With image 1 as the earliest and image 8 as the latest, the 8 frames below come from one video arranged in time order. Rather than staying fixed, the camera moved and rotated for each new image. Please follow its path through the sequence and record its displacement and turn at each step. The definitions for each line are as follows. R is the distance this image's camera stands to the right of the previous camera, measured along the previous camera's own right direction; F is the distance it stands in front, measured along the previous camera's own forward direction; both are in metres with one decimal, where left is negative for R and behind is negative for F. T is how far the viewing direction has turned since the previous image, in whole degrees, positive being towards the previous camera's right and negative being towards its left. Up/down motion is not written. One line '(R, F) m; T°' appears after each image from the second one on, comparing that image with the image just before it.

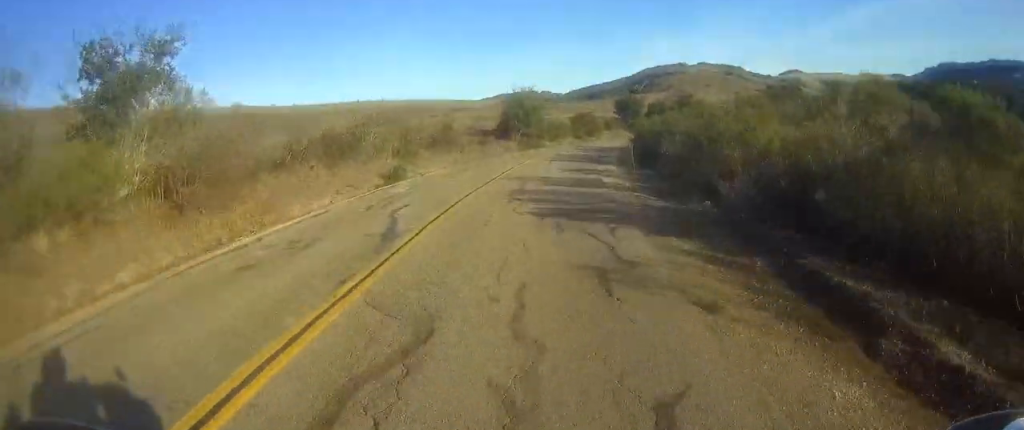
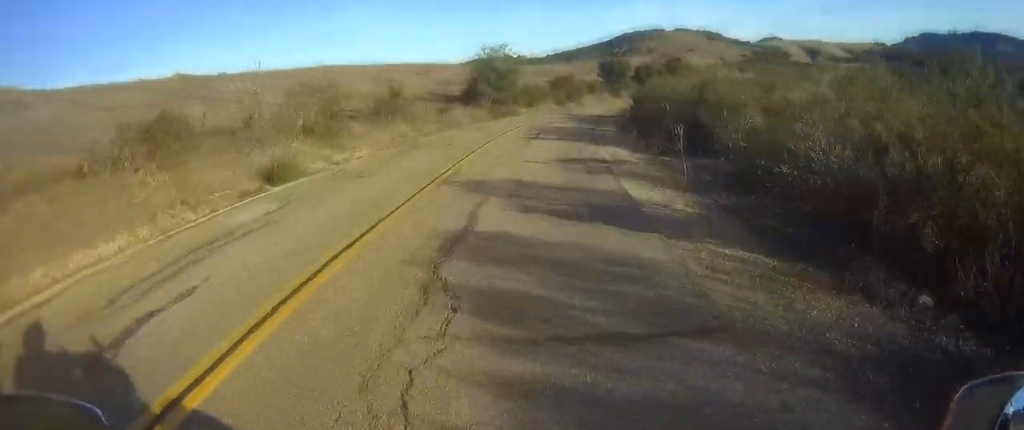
(+0.6, +9.3) m; +3°
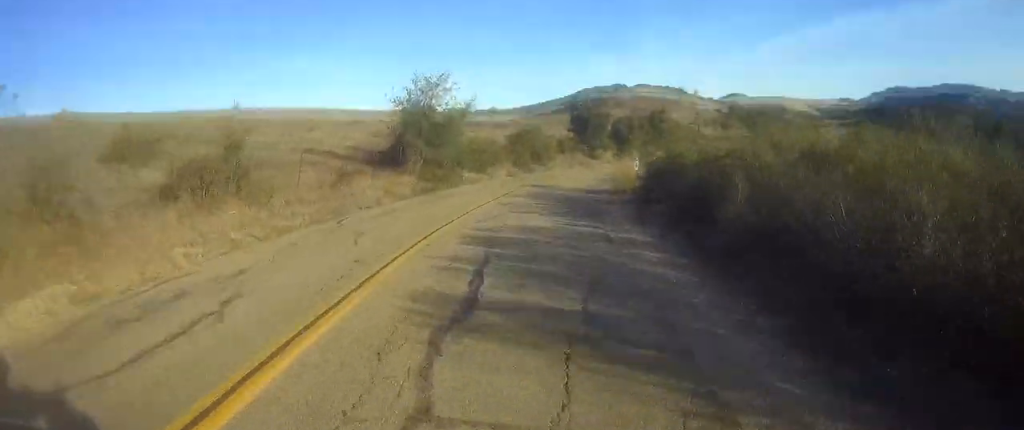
(+0.6, +15.6) m; +5°
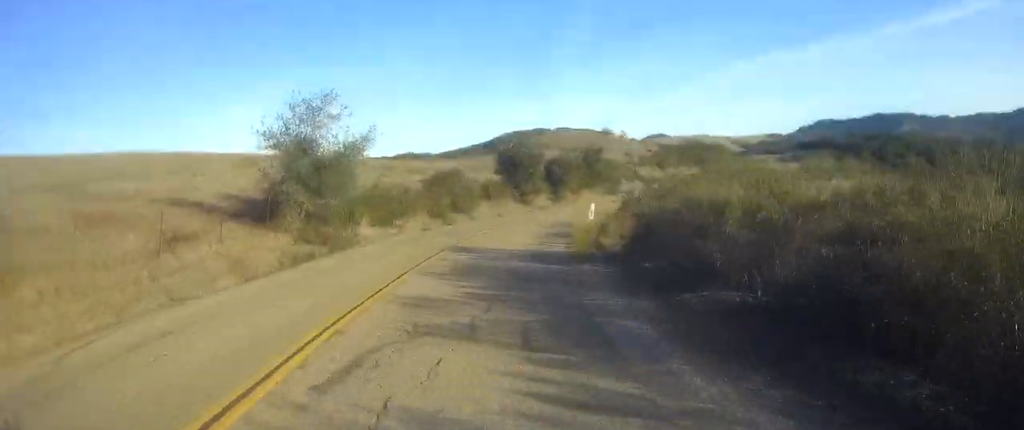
(+0.1, +9.5) m; +3°
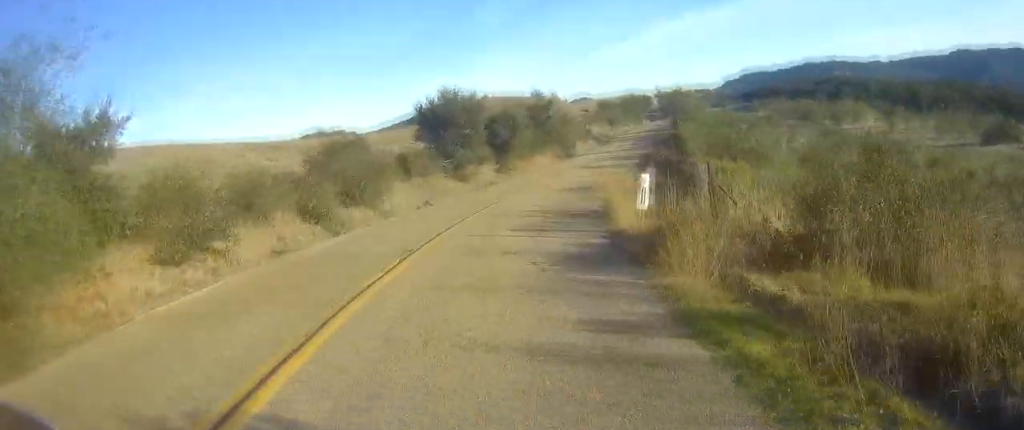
(+0.8, +17.2) m; +6°
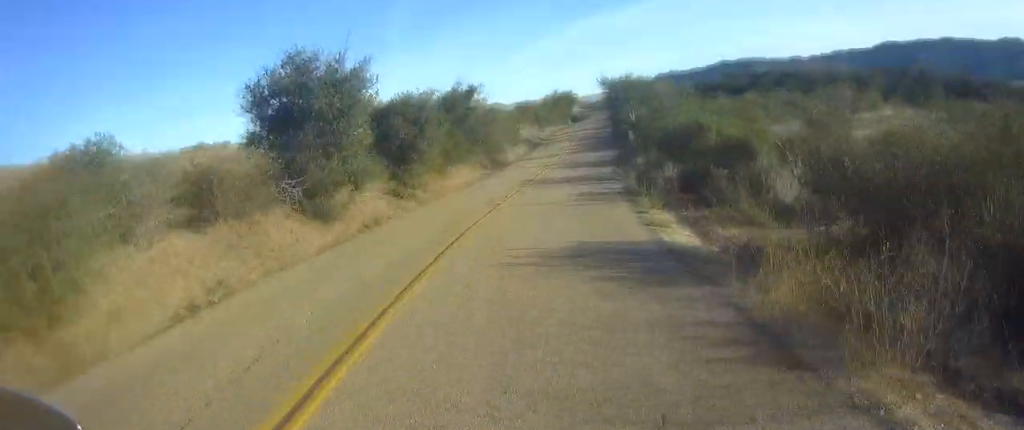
(+0.9, +16.3) m; +11°
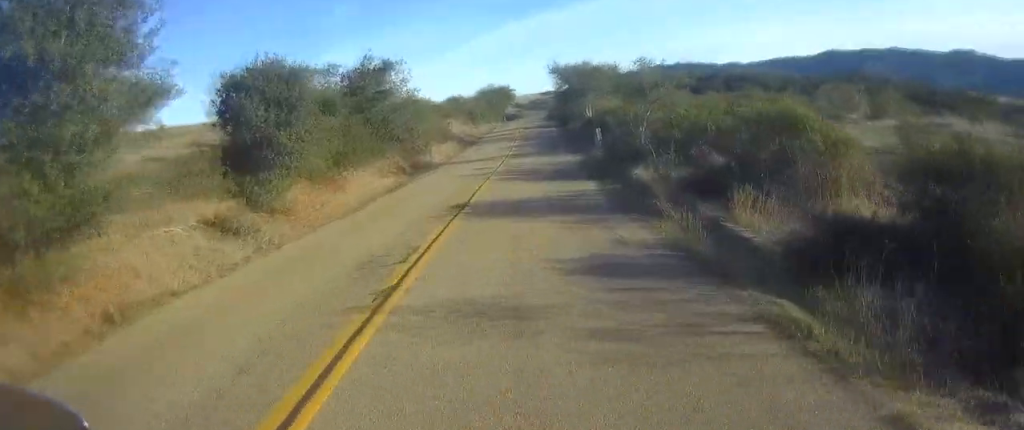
(+1.3, +11.5) m; +9°
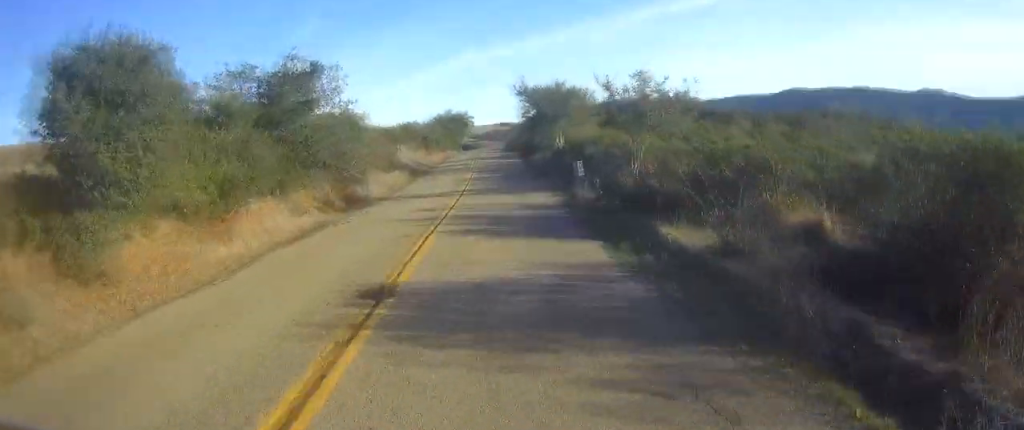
(+0.4, +7.4) m; +3°
